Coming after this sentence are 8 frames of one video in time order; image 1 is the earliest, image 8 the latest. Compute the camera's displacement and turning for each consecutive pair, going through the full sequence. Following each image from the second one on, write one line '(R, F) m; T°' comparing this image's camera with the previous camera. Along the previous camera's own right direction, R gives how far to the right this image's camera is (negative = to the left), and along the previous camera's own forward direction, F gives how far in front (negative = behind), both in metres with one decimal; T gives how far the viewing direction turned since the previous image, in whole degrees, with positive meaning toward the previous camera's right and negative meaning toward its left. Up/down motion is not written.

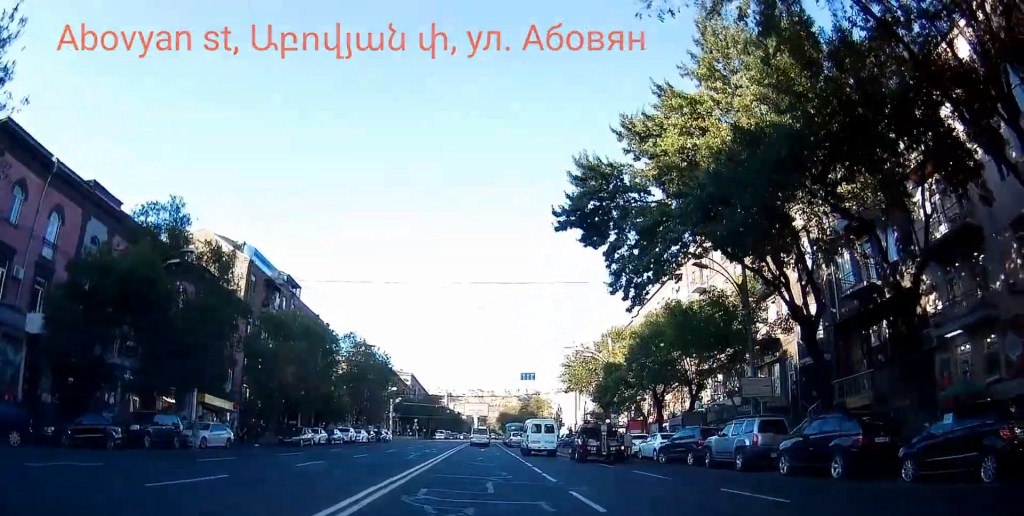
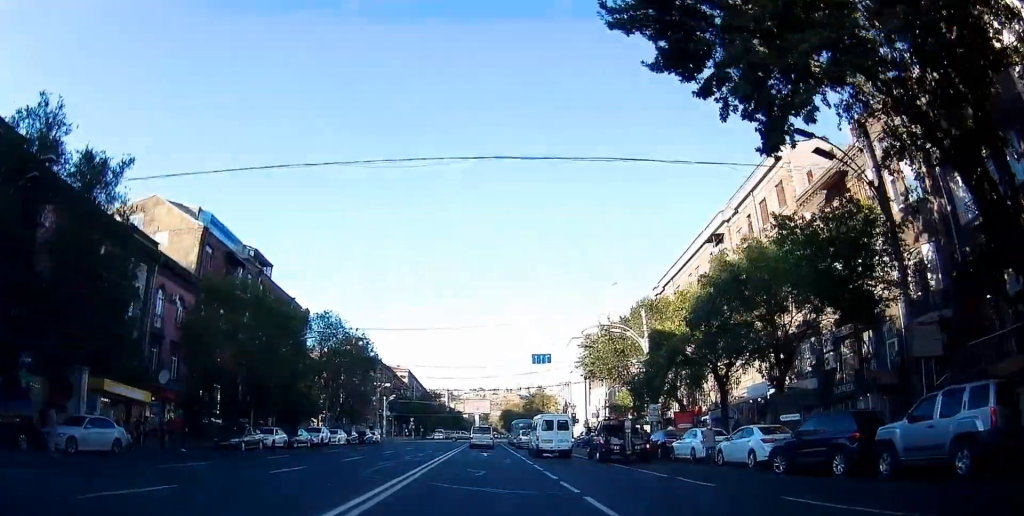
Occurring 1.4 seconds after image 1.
(+0.4, +11.5) m; +5°
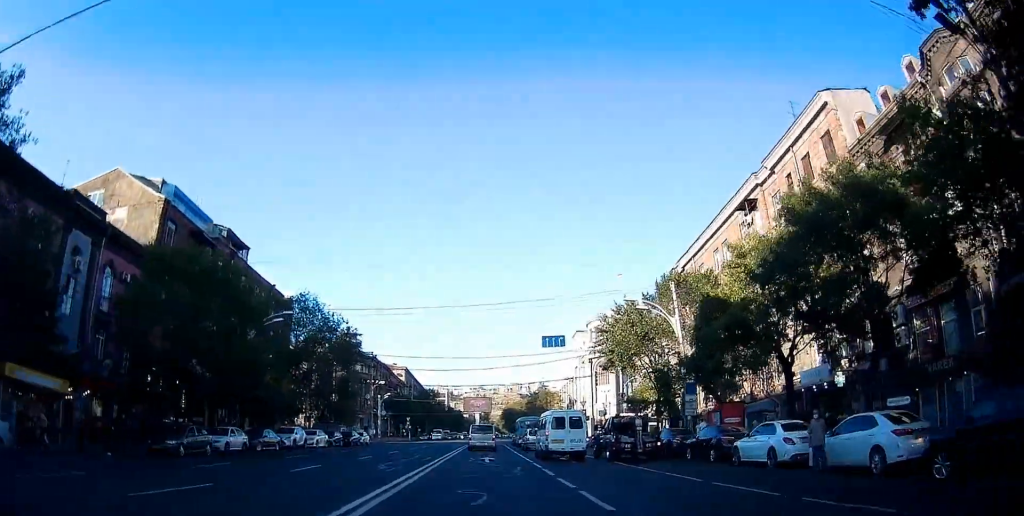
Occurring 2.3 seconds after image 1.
(+0.2, +7.2) m; +3°
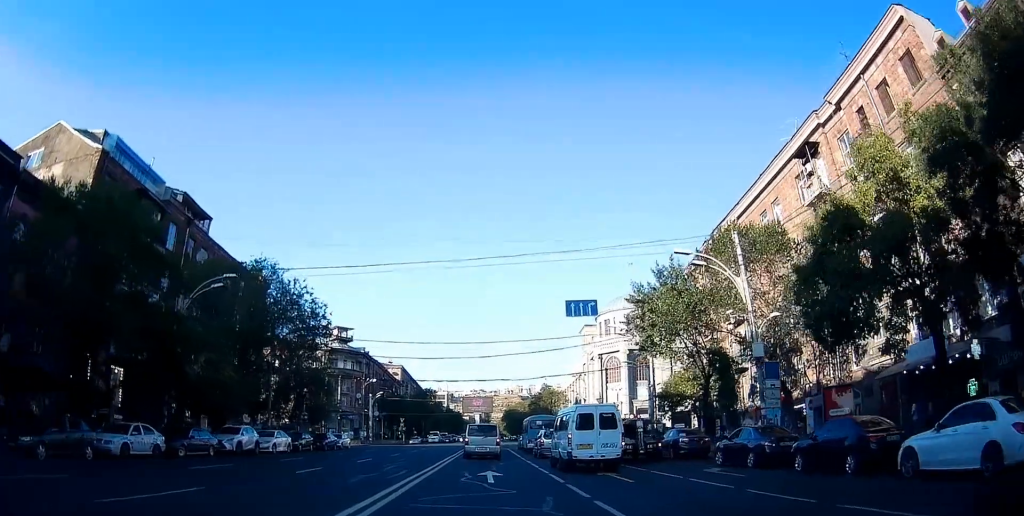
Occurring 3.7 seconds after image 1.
(+0.3, +9.7) m; +3°
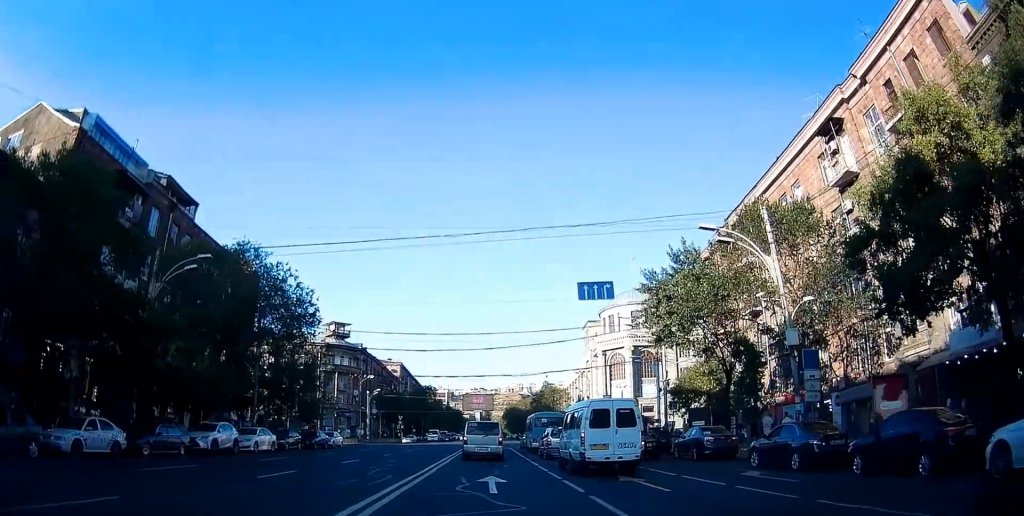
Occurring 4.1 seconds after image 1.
(+0.1, +3.1) m; 0°
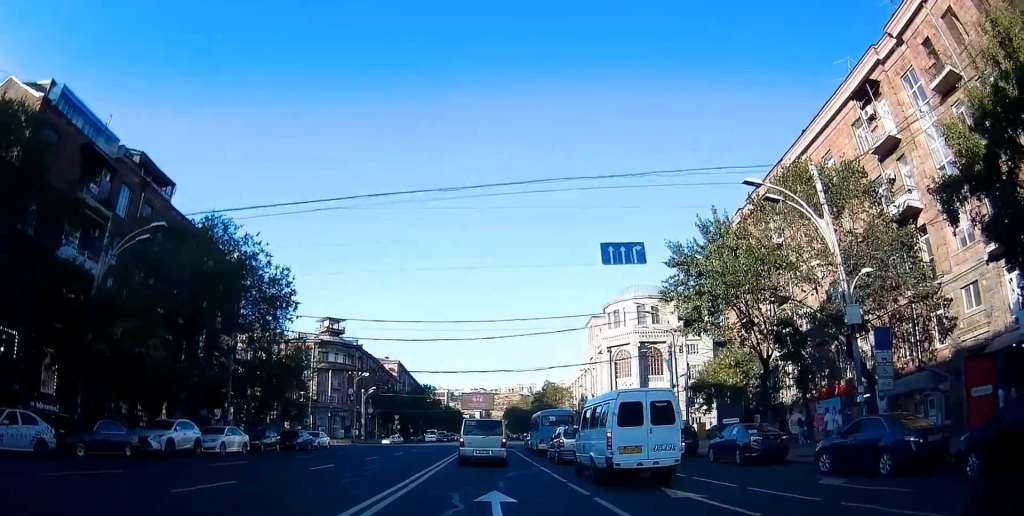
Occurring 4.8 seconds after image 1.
(-0.2, +4.4) m; -2°
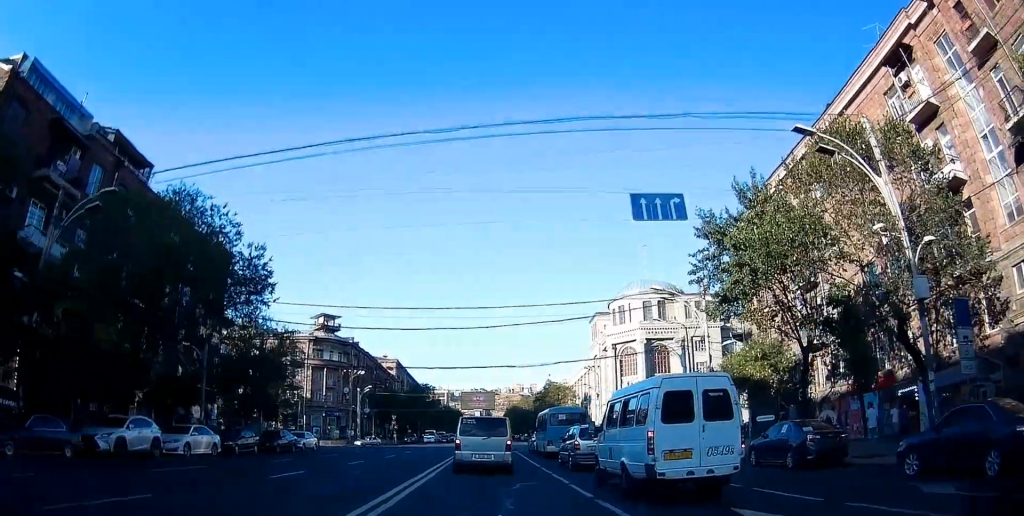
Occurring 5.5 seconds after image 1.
(0.0, +3.8) m; -3°
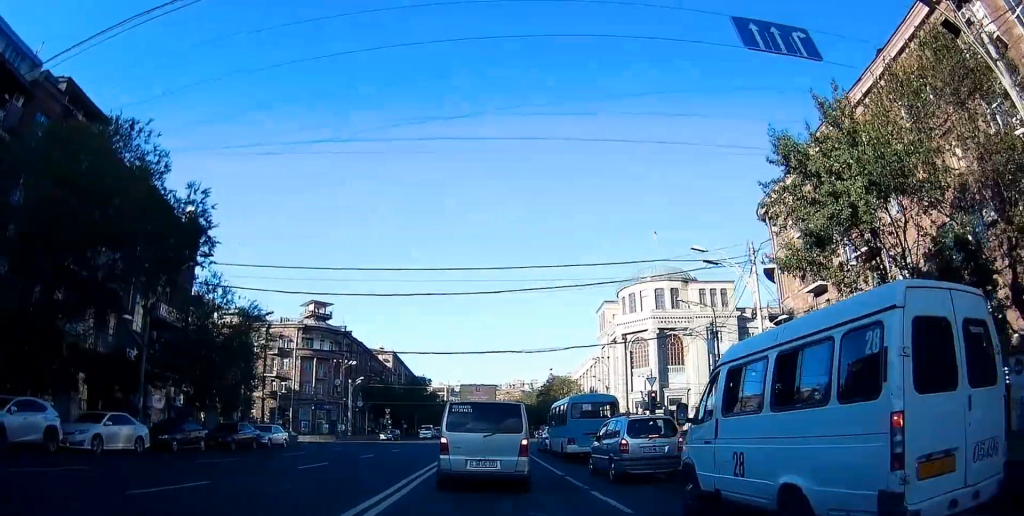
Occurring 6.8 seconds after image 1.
(-0.5, +7.2) m; -4°
